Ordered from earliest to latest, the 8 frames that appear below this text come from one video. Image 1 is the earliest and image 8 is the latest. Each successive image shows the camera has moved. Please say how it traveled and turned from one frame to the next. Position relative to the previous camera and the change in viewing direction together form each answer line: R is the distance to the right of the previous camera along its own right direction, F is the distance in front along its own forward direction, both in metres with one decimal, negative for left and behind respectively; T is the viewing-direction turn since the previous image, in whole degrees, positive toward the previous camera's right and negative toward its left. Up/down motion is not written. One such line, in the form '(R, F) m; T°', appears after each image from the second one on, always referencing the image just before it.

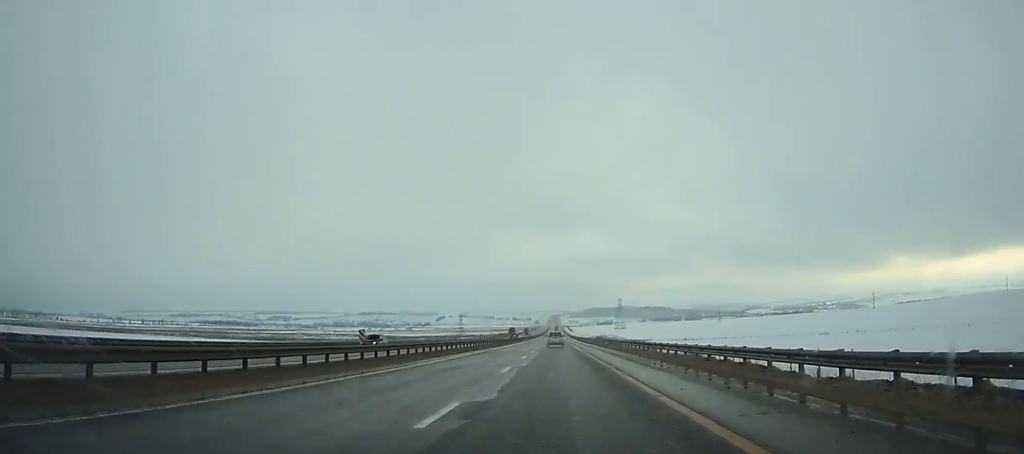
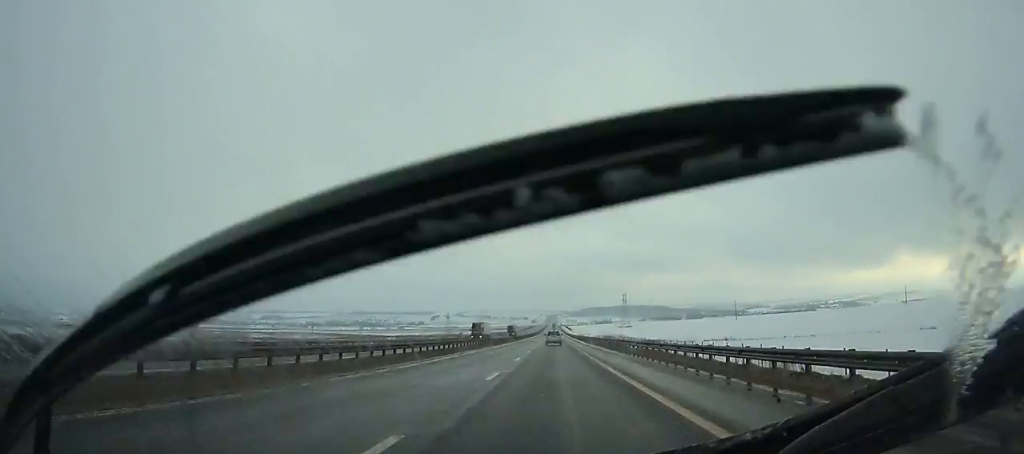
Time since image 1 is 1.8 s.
(+0.1, +52.7) m; 0°
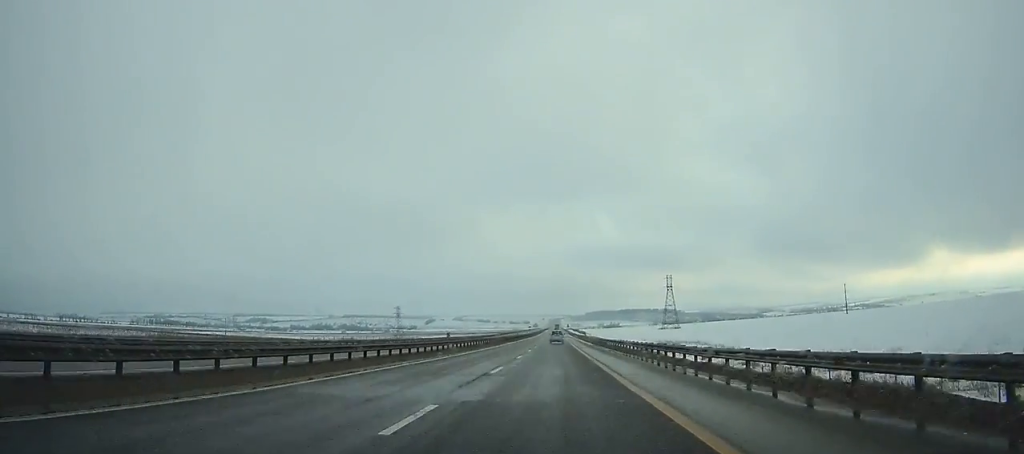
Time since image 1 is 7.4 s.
(-0.4, +166.1) m; 0°
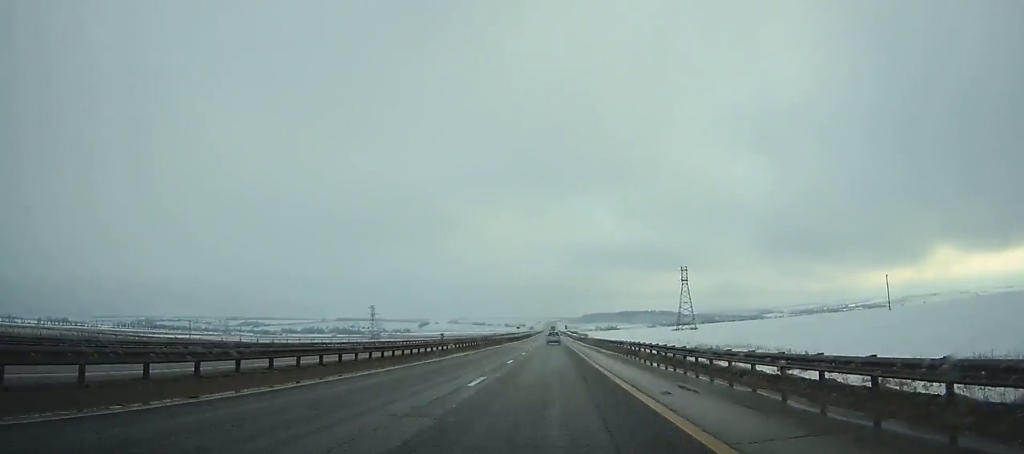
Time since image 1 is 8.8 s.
(0.0, +42.0) m; 0°
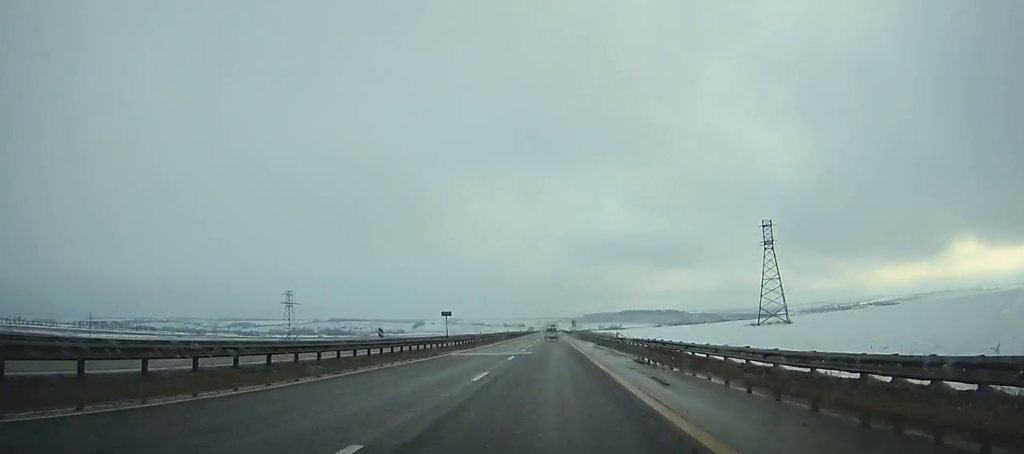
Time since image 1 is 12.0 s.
(0.0, +96.4) m; 0°
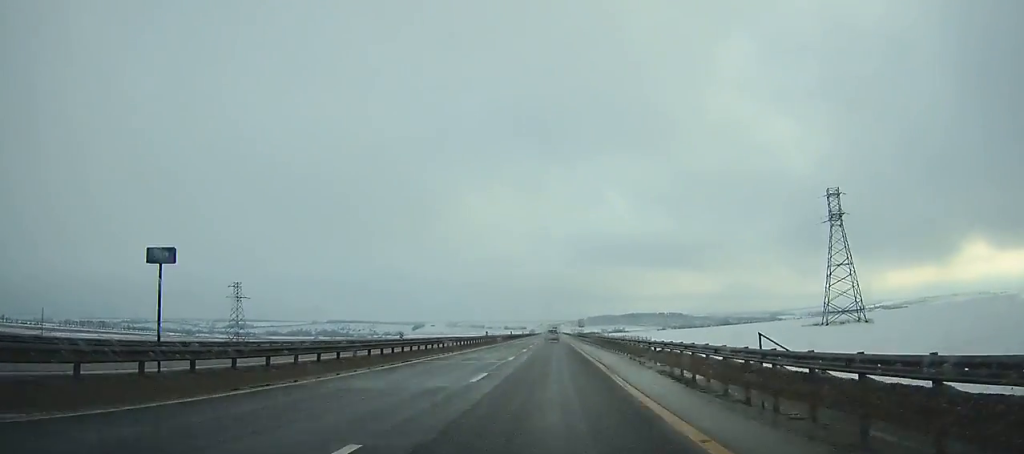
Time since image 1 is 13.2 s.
(0.0, +36.4) m; 0°
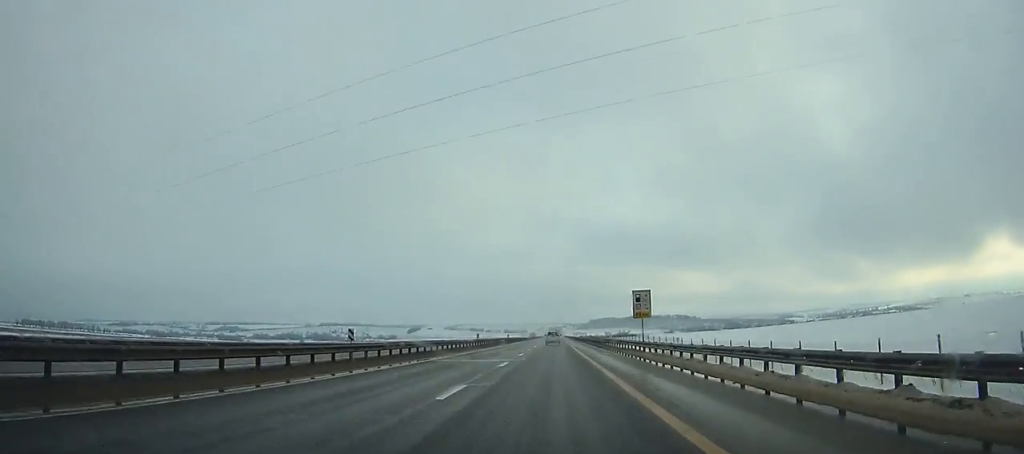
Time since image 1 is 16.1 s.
(-0.1, +88.1) m; 0°
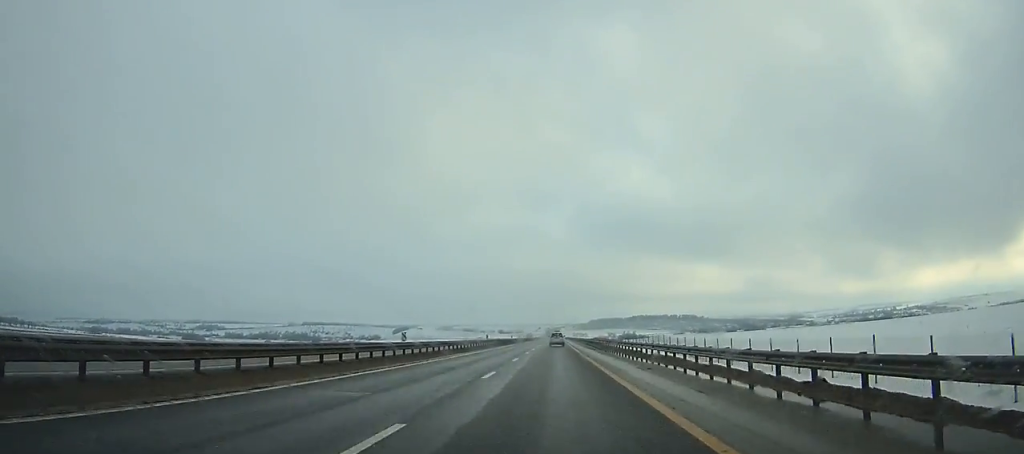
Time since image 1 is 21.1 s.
(-0.9, +152.8) m; 0°
